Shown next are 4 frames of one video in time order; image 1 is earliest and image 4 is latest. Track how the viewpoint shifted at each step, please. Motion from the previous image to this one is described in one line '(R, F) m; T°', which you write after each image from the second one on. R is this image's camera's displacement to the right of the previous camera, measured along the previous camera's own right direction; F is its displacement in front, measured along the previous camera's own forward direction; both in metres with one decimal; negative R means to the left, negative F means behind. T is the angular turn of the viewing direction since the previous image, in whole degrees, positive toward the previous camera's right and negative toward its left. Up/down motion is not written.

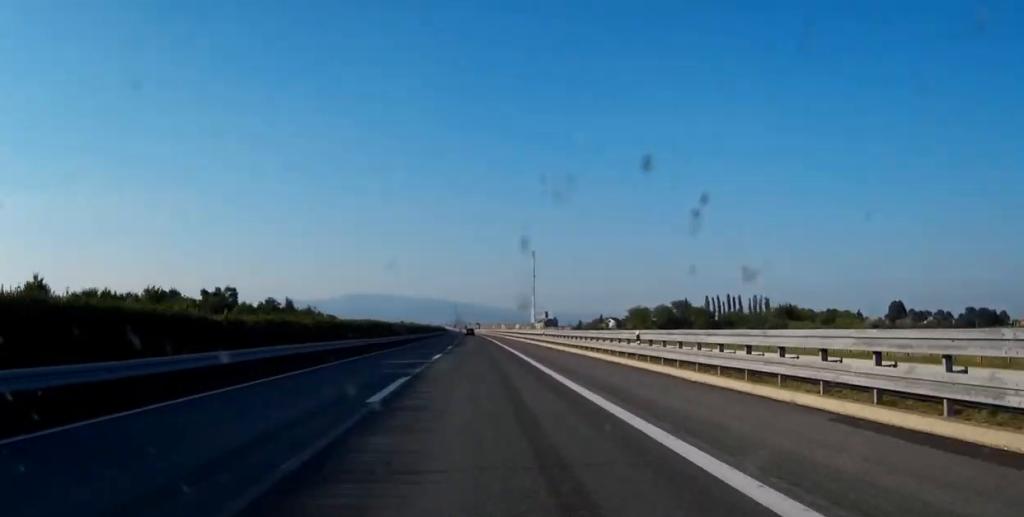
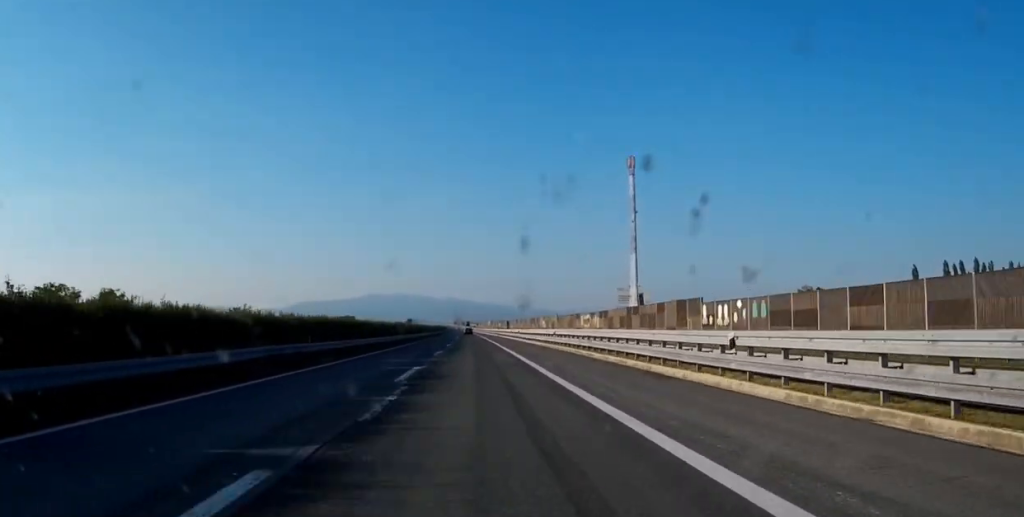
(-2.0, +226.9) m; -1°
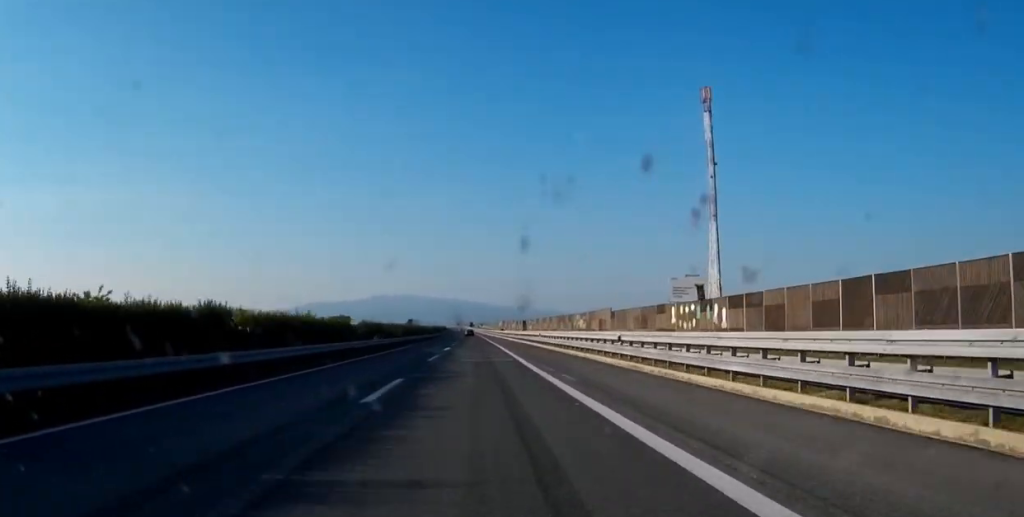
(-0.5, +54.0) m; -1°
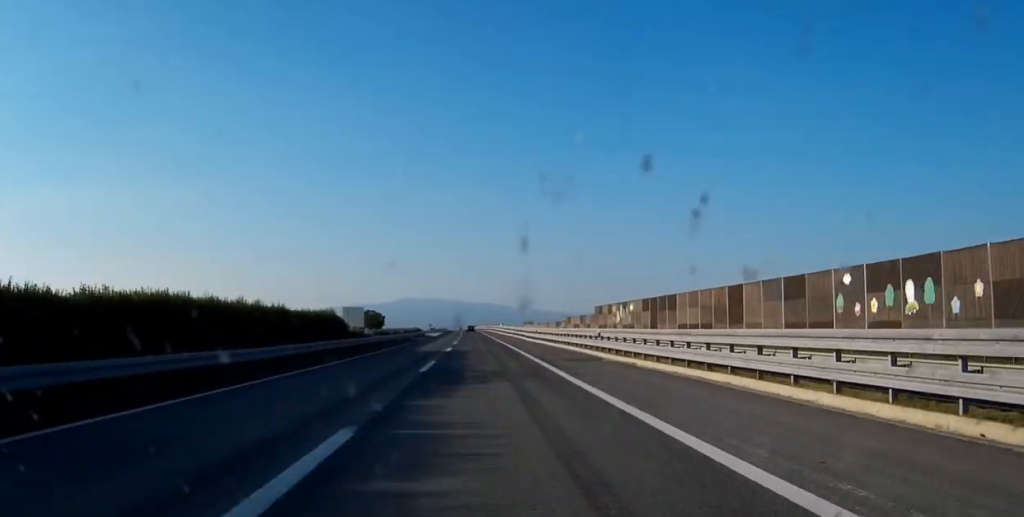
(-5.9, +285.3) m; -2°
